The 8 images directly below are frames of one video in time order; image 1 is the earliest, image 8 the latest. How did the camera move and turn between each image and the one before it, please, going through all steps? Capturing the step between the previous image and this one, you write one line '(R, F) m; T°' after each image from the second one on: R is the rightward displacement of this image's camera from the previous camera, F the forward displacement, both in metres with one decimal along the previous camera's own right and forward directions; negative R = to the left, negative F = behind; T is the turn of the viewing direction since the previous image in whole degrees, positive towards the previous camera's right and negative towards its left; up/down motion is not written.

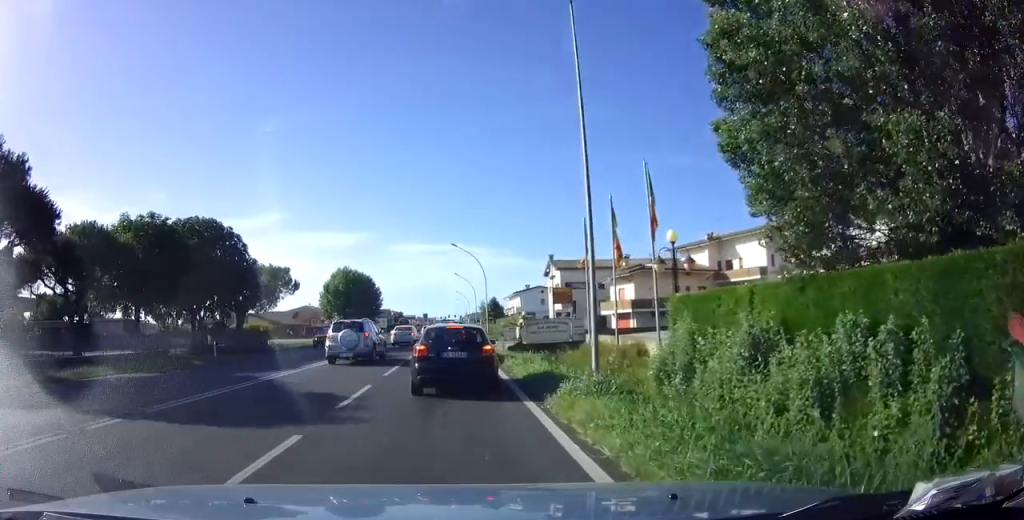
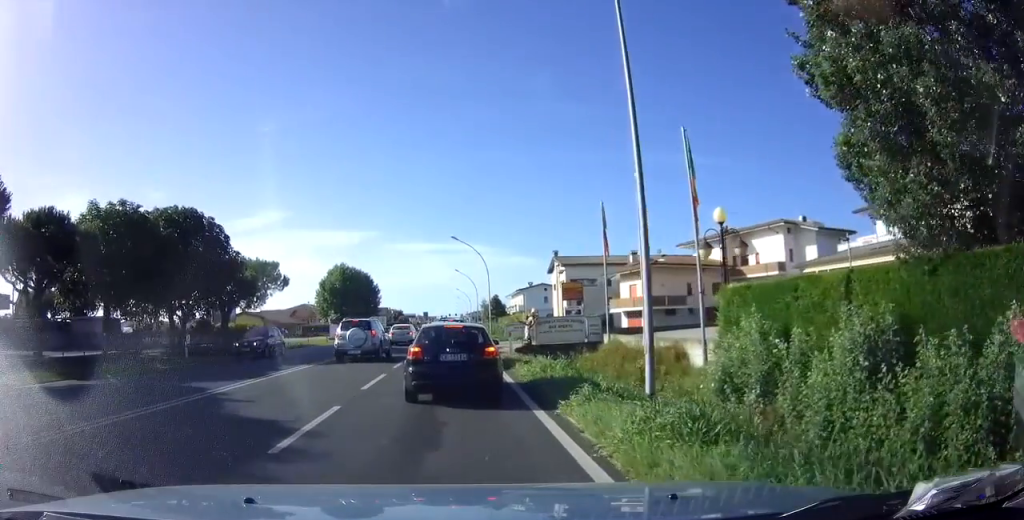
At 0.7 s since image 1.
(0.0, +3.4) m; +1°
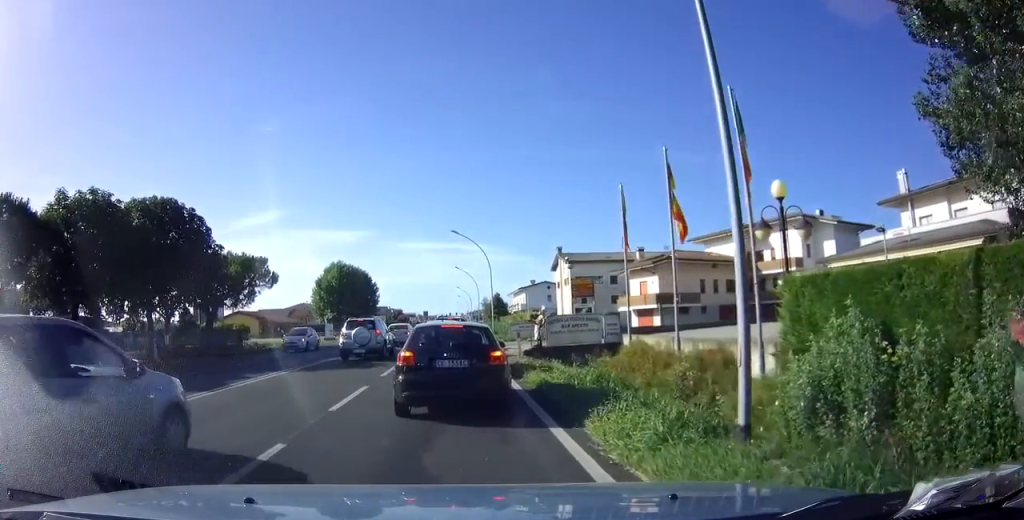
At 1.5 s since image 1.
(+0.1, +3.4) m; +2°
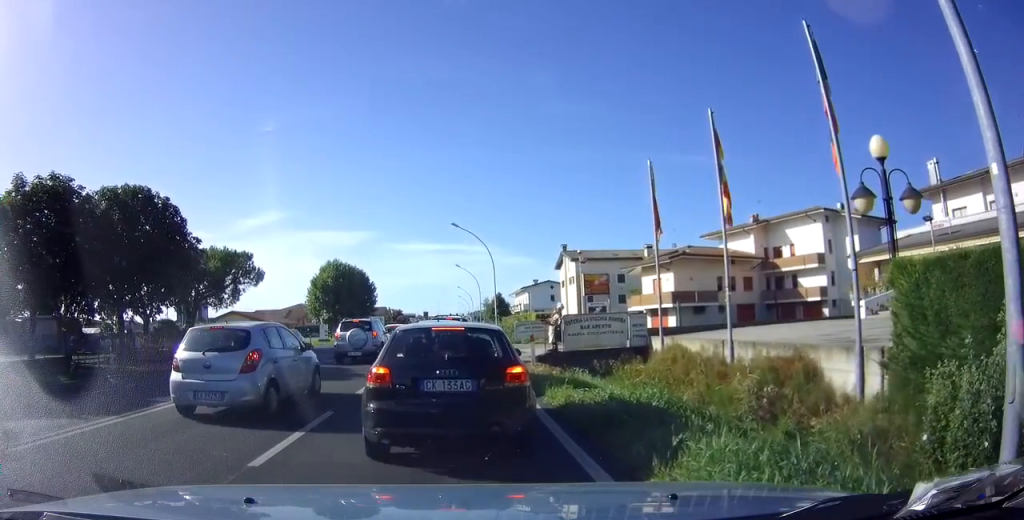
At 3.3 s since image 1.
(-0.1, +3.6) m; -1°
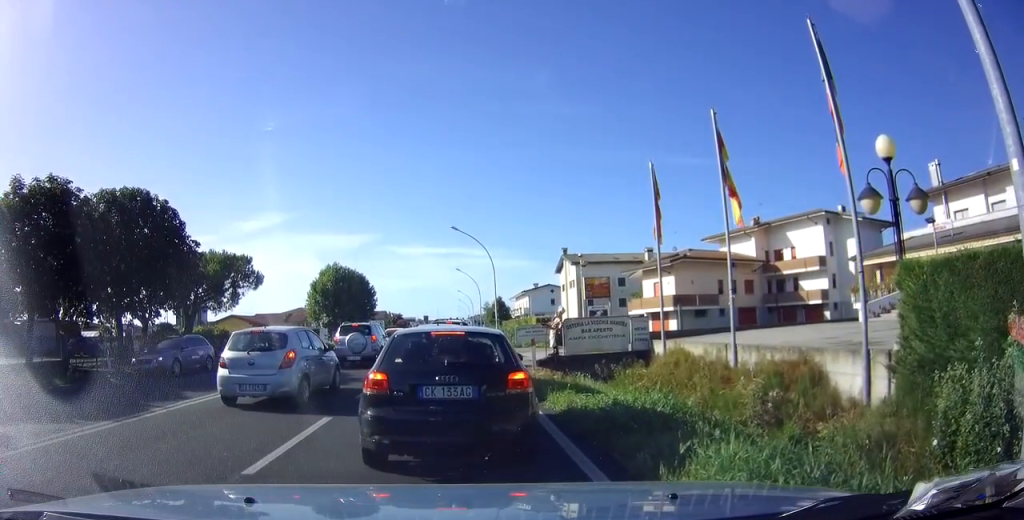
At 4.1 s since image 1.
(-0.3, +0.2) m; 0°
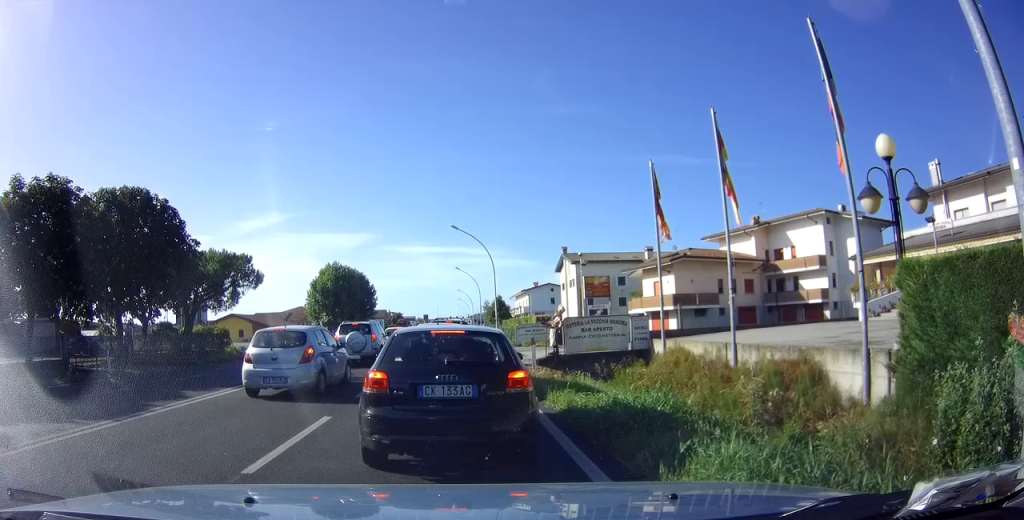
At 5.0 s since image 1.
(-0.1, 0.0) m; 0°
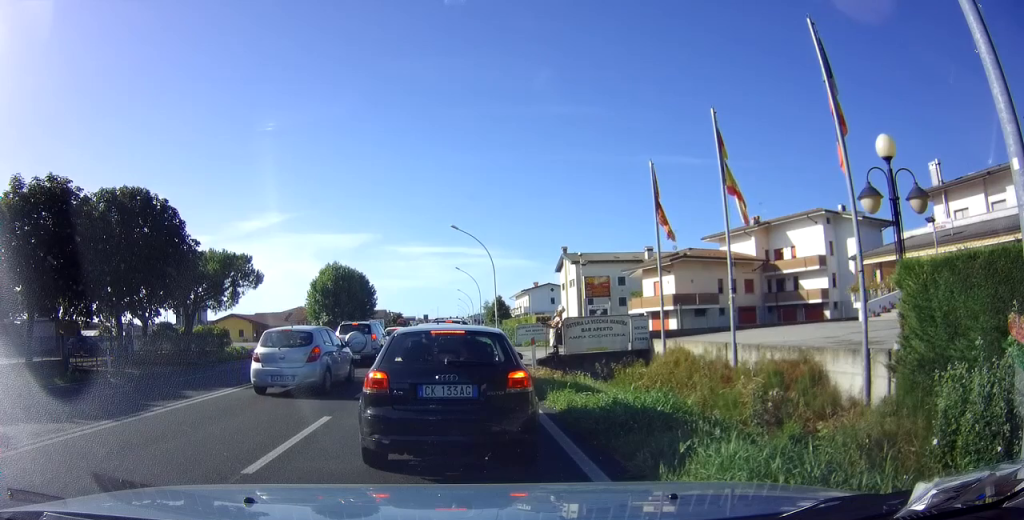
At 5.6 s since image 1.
(0.0, 0.0) m; 0°
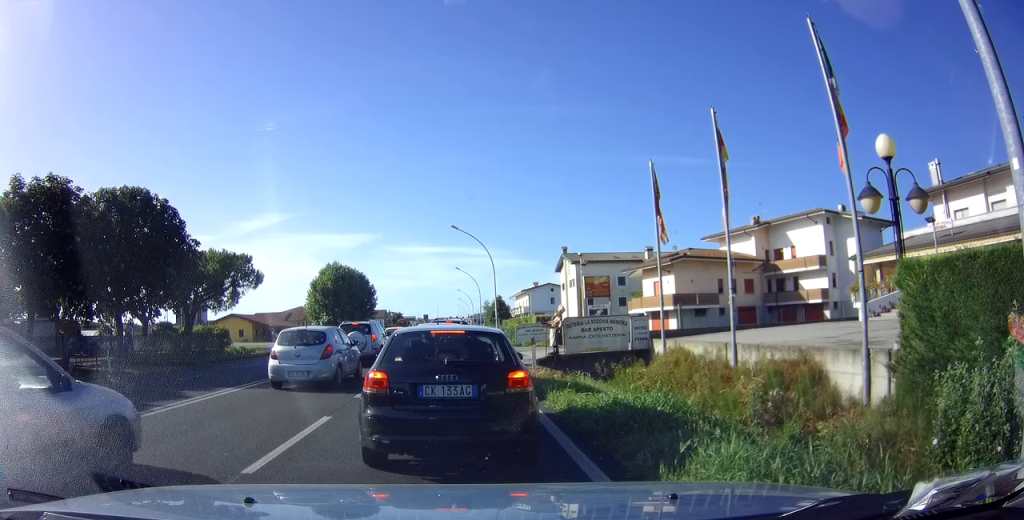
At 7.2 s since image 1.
(0.0, 0.0) m; 0°
